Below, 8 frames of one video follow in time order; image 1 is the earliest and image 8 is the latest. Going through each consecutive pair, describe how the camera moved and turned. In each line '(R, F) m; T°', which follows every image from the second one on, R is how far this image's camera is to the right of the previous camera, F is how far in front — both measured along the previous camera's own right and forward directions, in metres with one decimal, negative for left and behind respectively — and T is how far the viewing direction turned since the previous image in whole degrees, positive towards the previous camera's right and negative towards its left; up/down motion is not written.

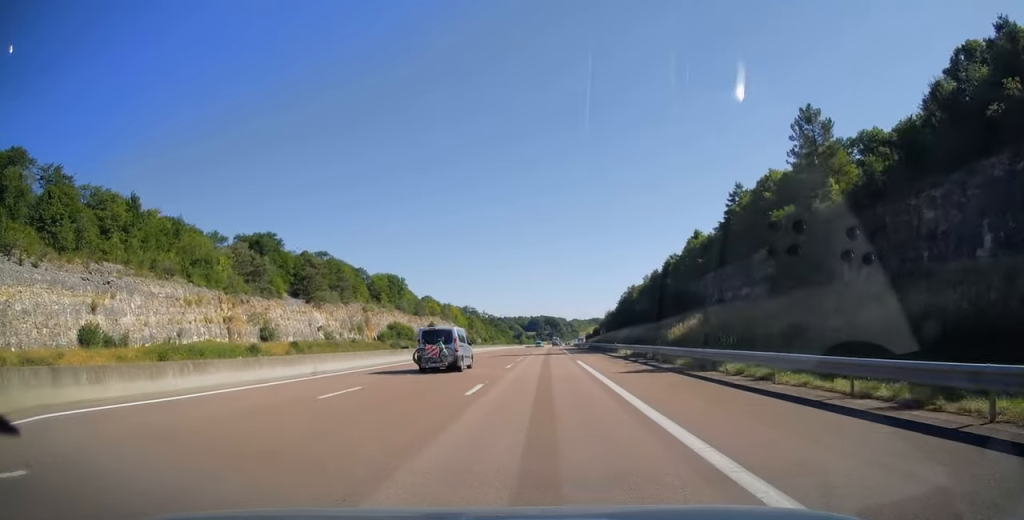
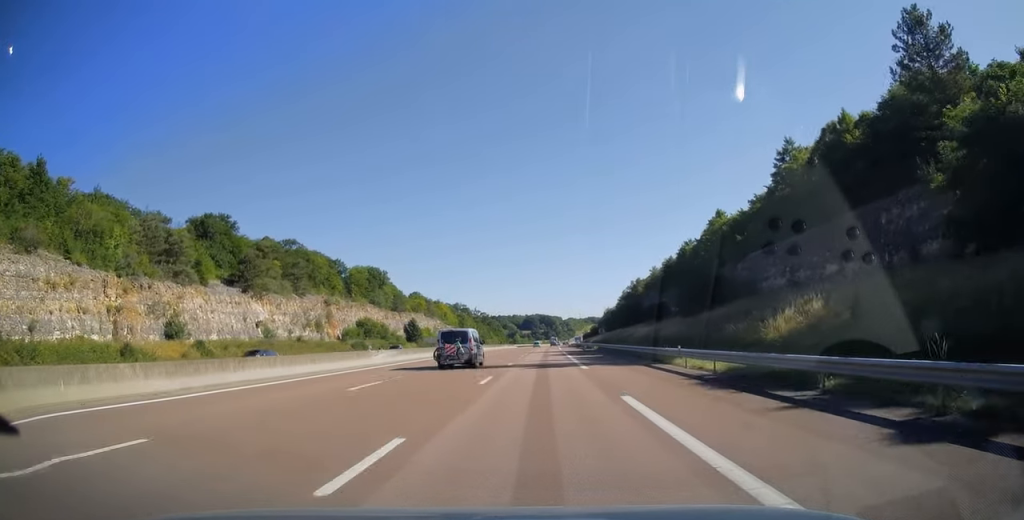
(0.0, +23.0) m; 0°
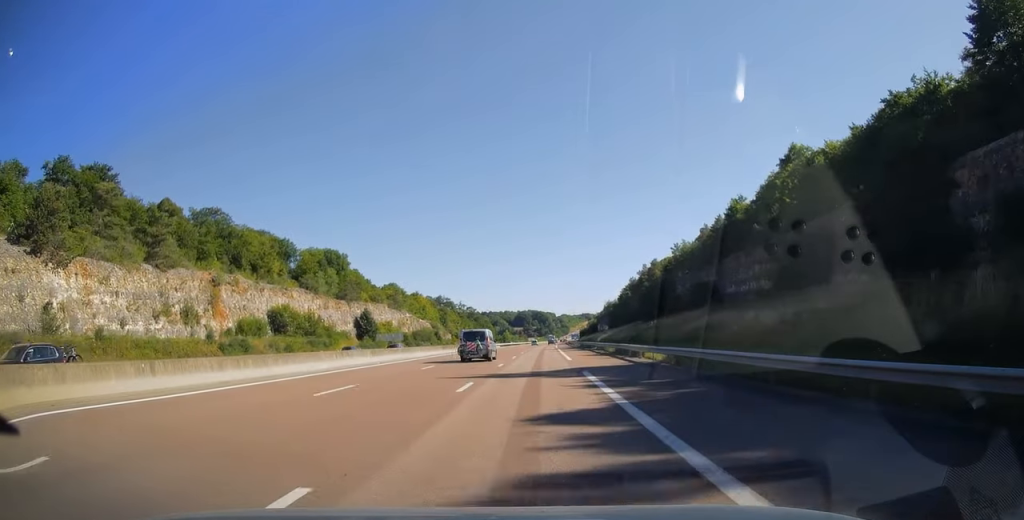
(+0.3, +42.4) m; +1°
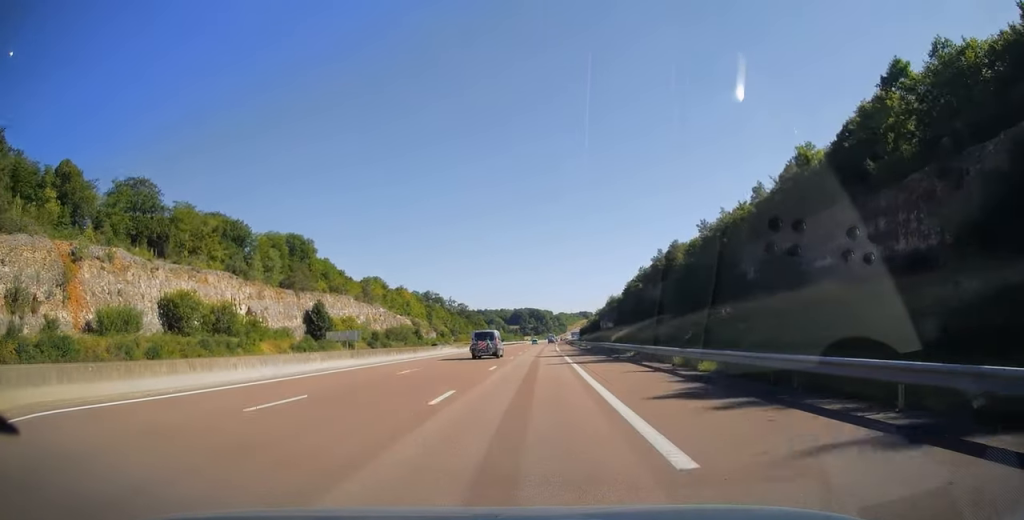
(+0.1, +29.1) m; 0°
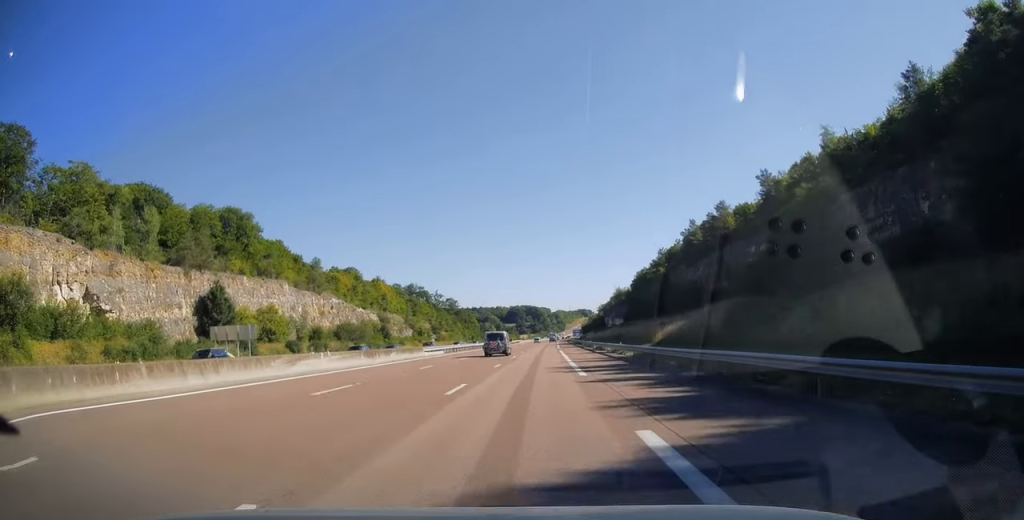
(+0.1, +37.3) m; 0°
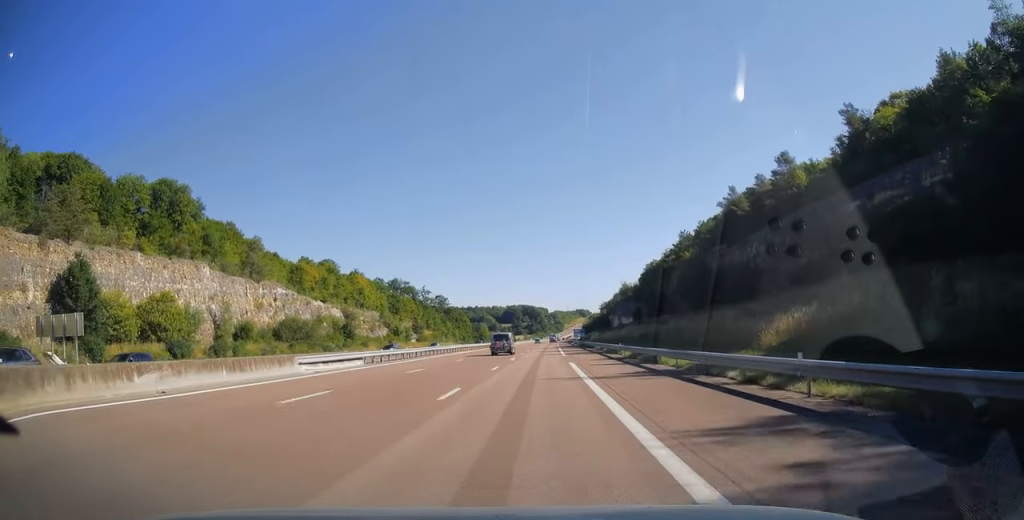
(+0.1, +27.6) m; 0°
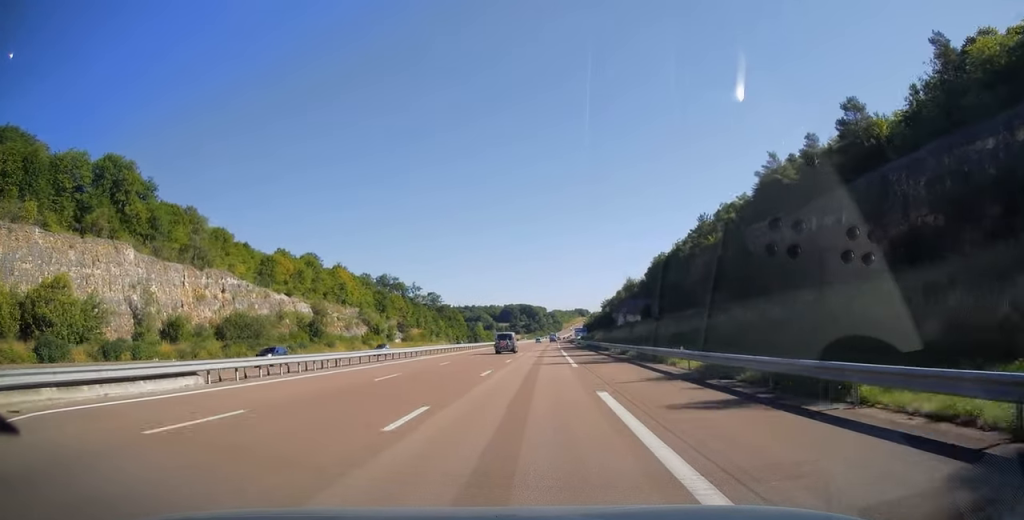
(+0.1, +17.9) m; 0°
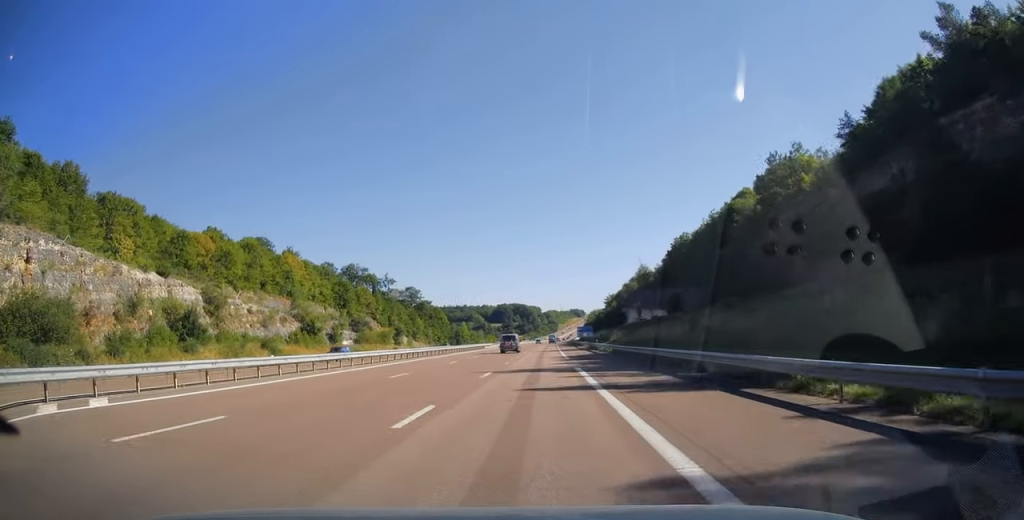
(0.0, +39.5) m; 0°
